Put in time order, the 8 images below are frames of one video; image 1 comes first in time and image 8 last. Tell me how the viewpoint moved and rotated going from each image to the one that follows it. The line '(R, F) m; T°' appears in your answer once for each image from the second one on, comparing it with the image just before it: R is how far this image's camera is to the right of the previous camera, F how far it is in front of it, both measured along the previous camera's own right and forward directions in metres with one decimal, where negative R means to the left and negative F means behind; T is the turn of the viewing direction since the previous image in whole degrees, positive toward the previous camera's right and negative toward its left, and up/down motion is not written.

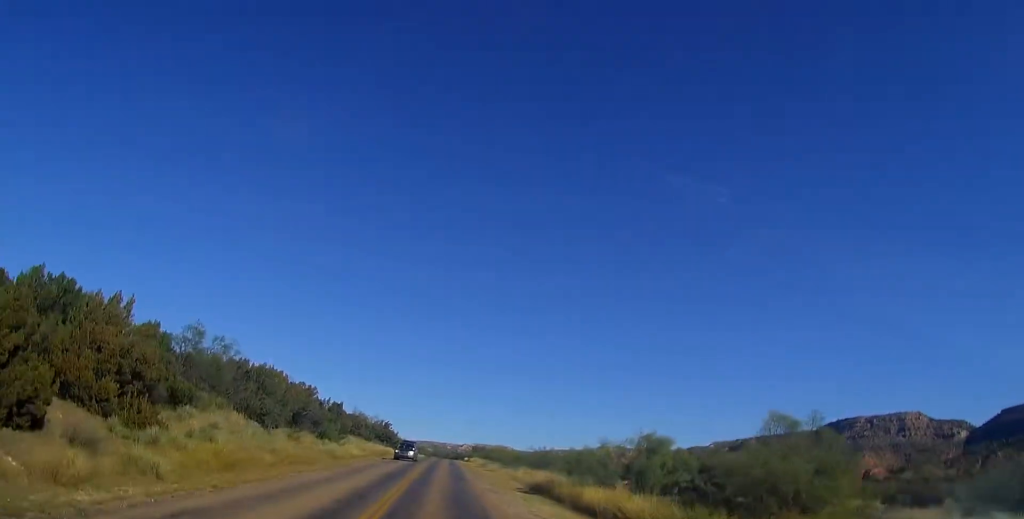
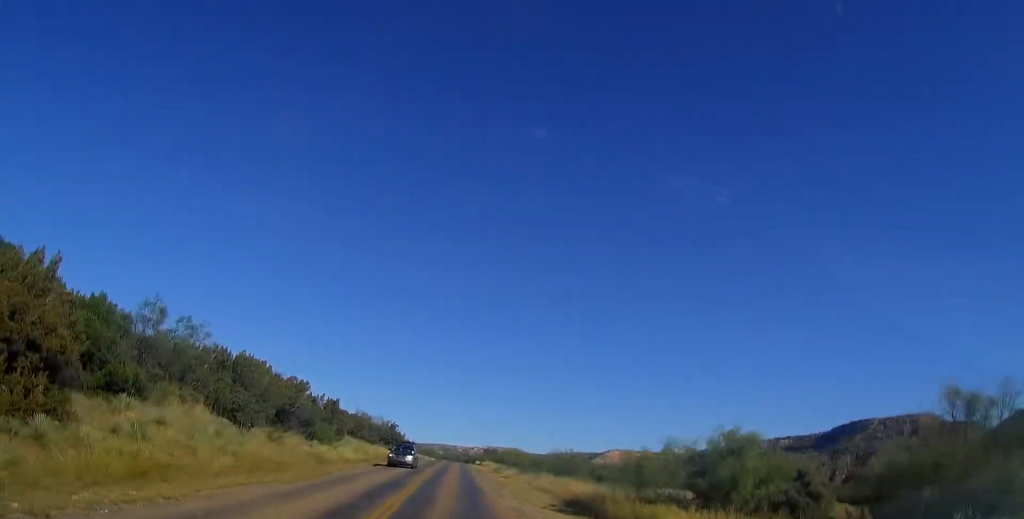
(-0.2, +6.8) m; -1°
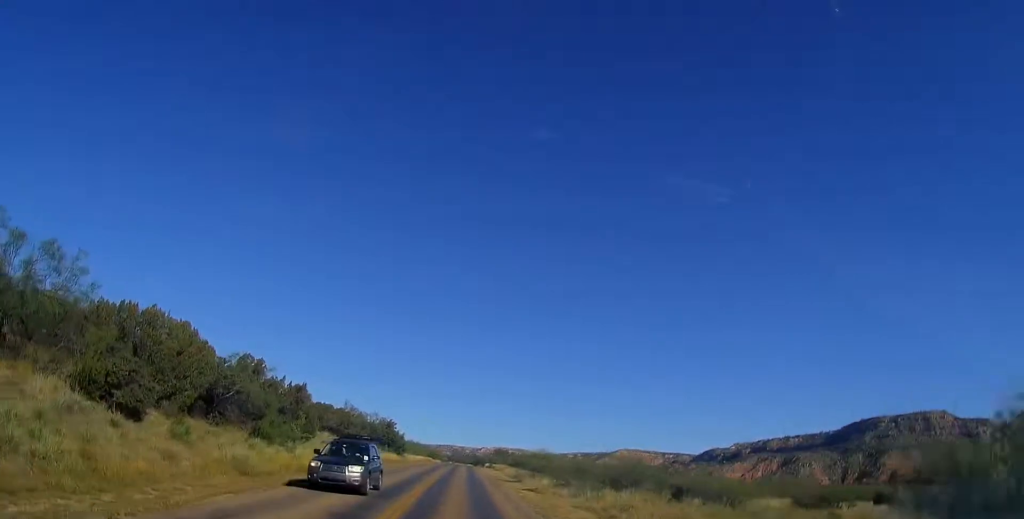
(0.0, +13.3) m; 0°
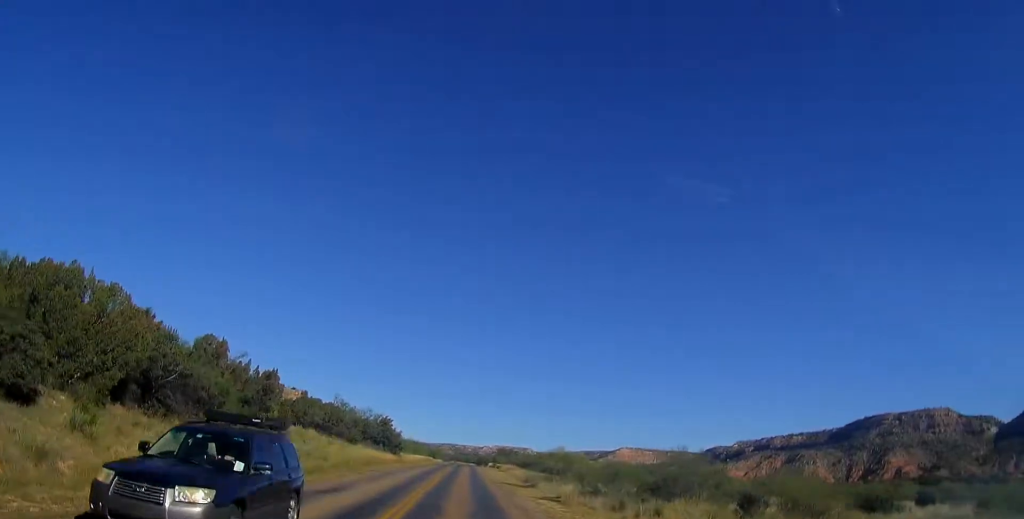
(0.0, +7.0) m; 0°
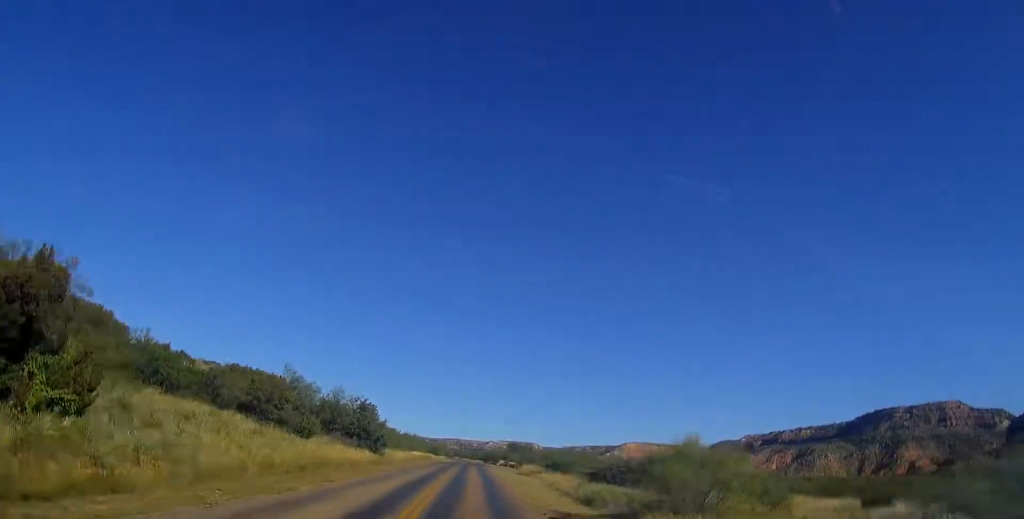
(0.0, +19.5) m; 0°
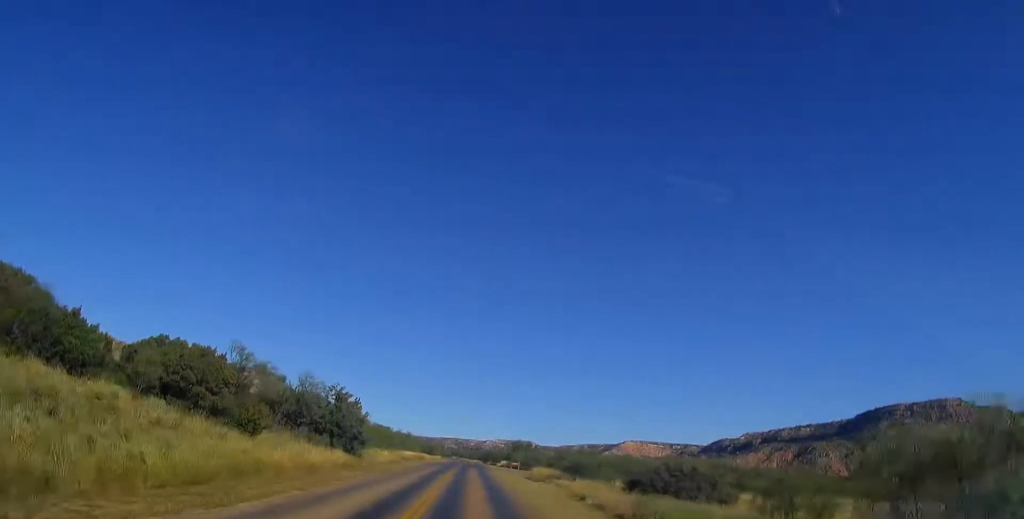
(+0.1, +9.9) m; 0°
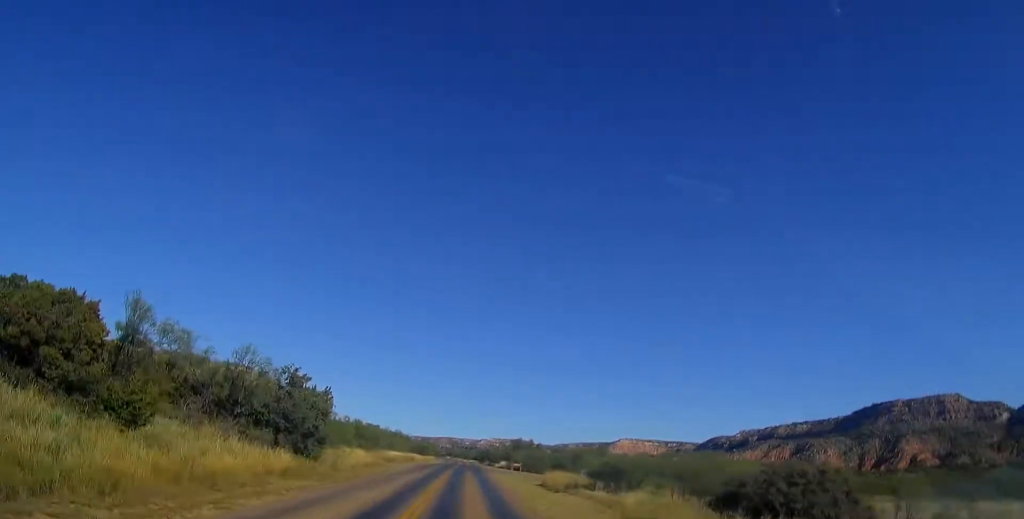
(0.0, +11.0) m; -1°
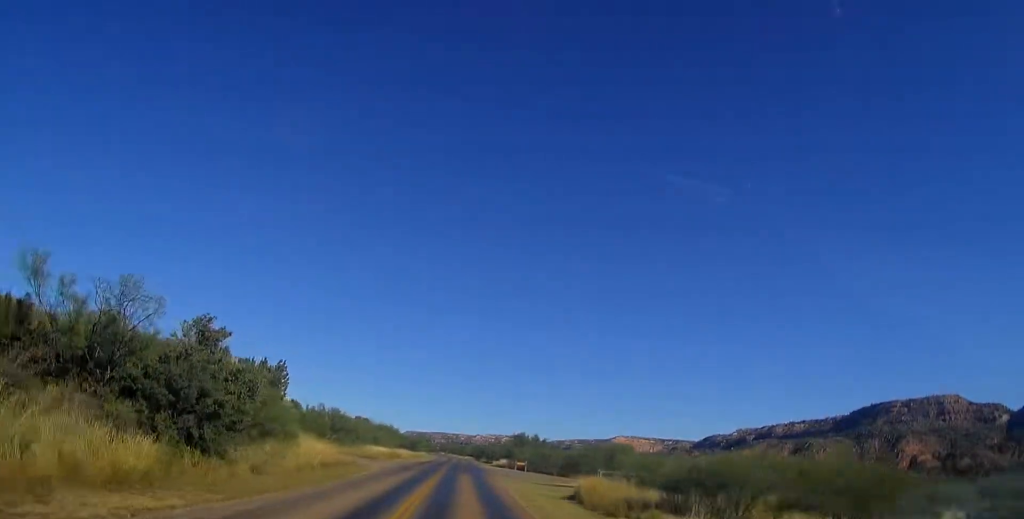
(0.0, +12.2) m; -2°
